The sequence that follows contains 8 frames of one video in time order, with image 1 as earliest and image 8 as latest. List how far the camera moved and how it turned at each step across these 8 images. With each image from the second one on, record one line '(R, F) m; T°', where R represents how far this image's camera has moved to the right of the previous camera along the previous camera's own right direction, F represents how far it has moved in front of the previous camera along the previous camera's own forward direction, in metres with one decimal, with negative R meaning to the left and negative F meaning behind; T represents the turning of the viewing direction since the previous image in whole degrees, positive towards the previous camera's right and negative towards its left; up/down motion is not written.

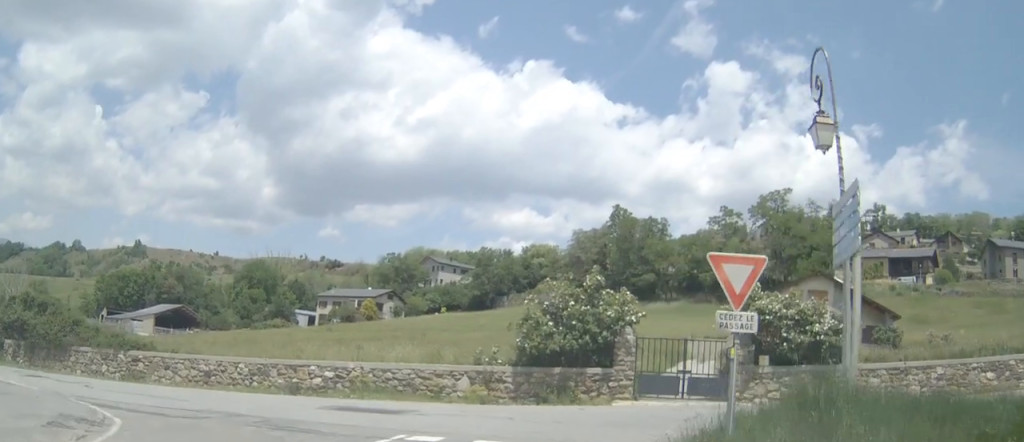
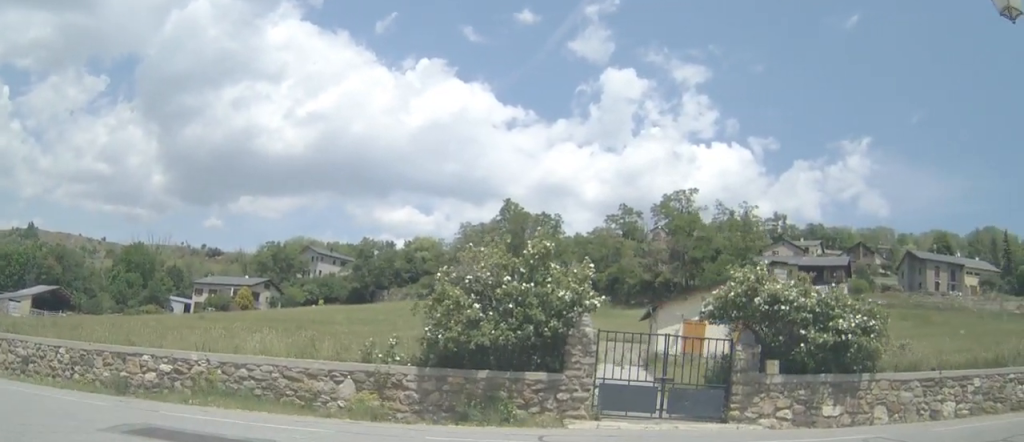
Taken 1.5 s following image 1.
(+0.8, +5.9) m; +19°
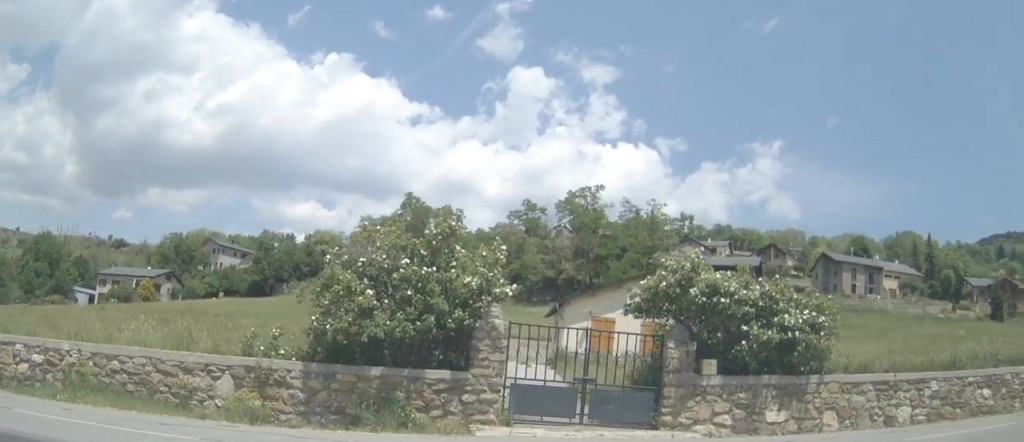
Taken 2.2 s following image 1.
(+0.2, +2.2) m; +14°
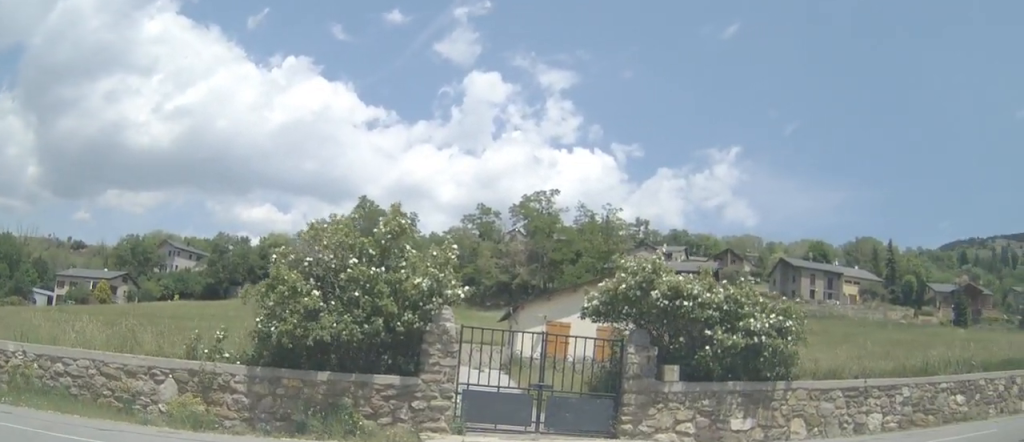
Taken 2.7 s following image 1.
(+0.2, +0.9) m; +11°
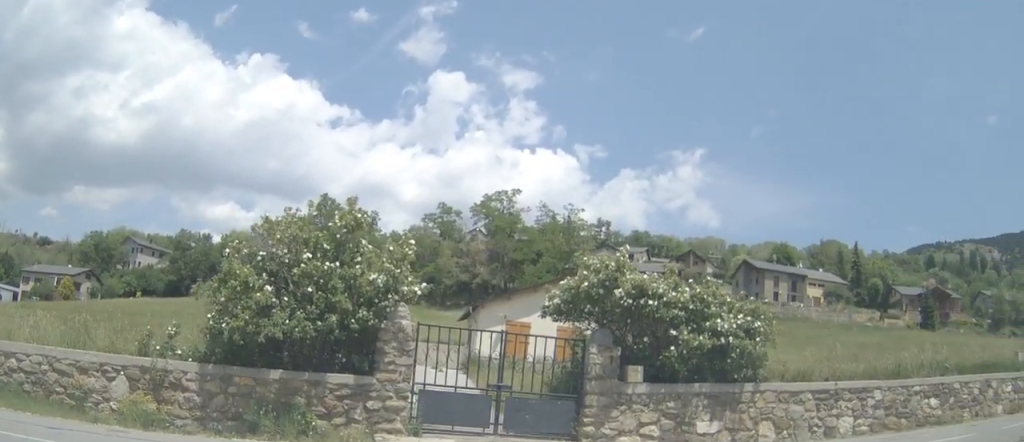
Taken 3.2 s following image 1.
(+0.1, +0.8) m; +12°
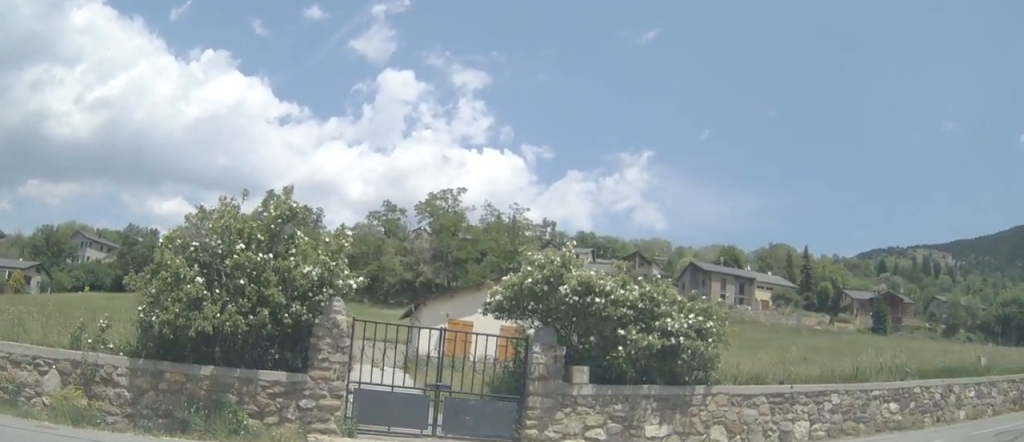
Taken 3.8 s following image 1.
(+0.1, +0.9) m; +10°
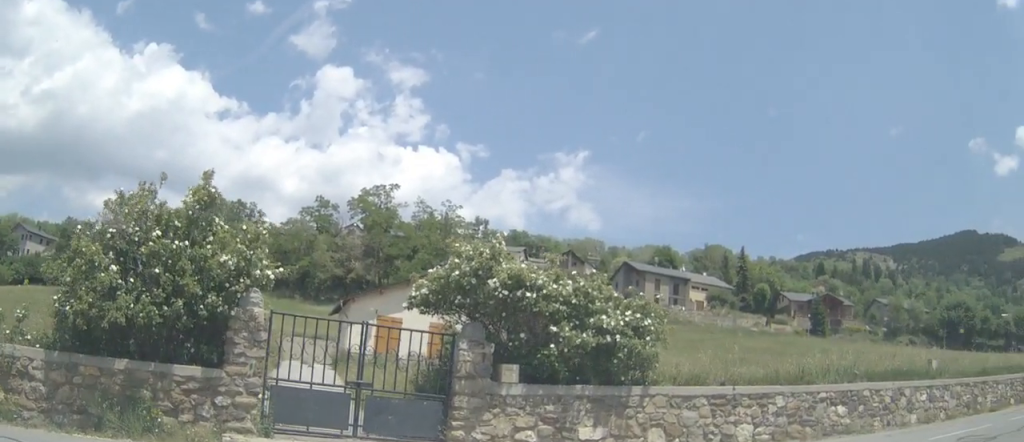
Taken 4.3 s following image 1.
(0.0, +0.7) m; +8°
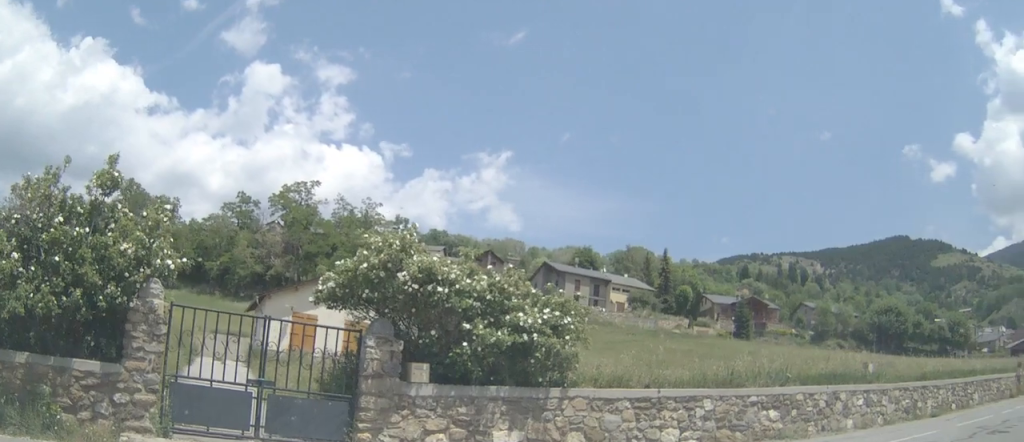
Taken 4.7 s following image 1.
(0.0, +0.8) m; +4°
